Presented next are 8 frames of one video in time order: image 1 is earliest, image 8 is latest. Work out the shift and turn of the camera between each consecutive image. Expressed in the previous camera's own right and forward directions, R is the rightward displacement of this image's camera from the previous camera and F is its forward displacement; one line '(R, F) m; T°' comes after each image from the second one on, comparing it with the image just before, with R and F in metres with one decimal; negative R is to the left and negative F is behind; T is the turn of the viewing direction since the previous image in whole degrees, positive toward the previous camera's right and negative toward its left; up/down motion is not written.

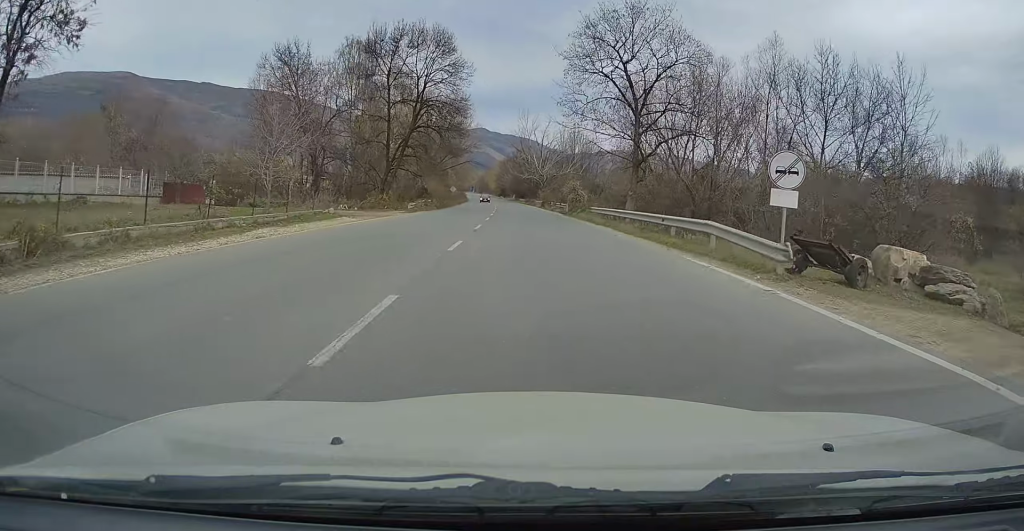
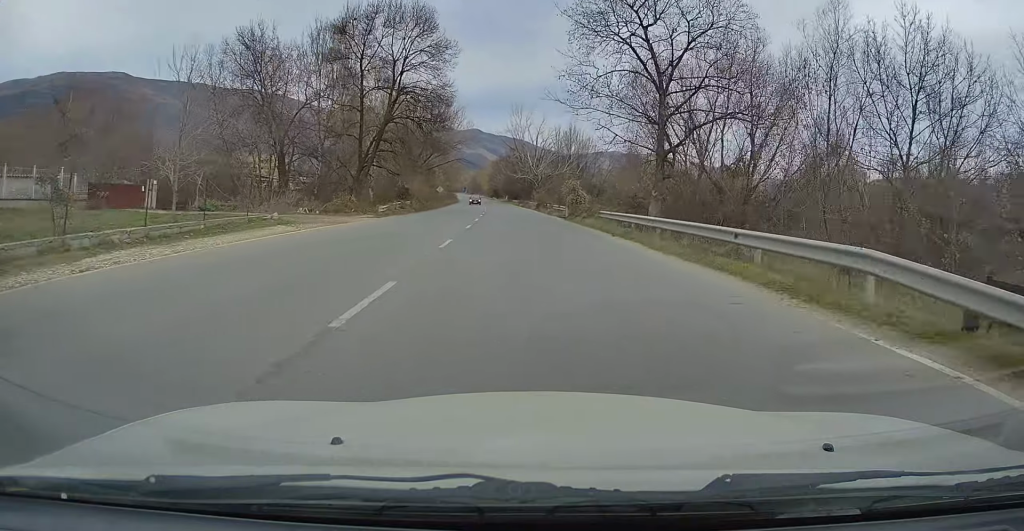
(0.0, +7.9) m; 0°
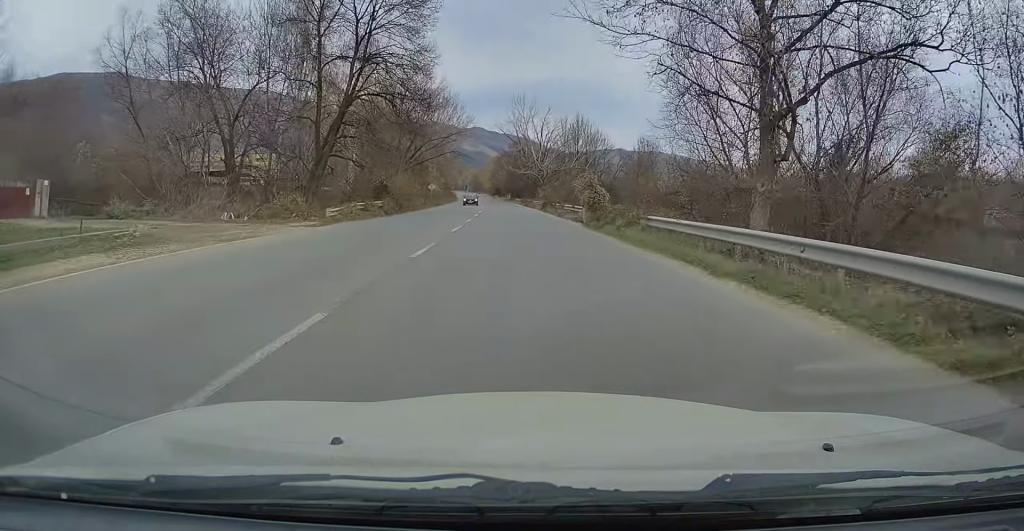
(0.0, +11.7) m; 0°
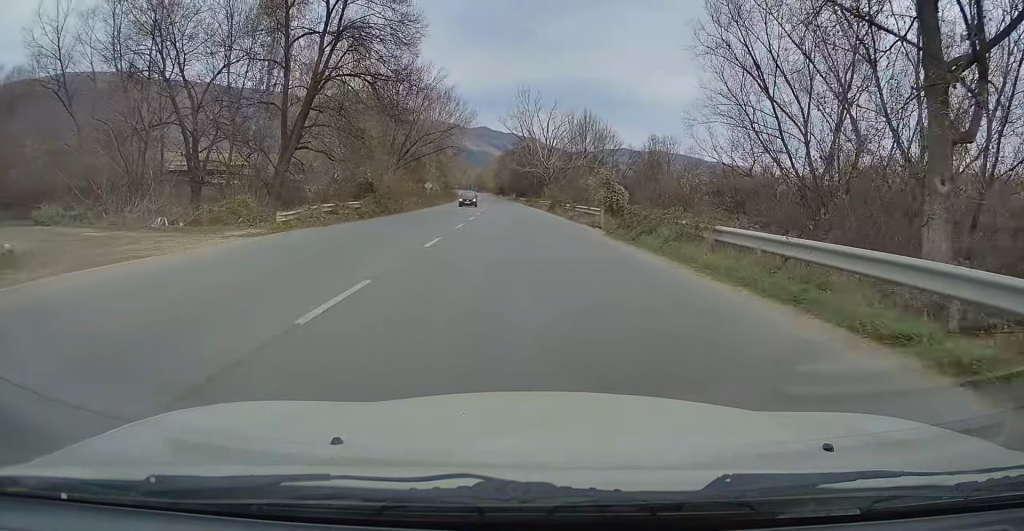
(0.0, +6.6) m; 0°
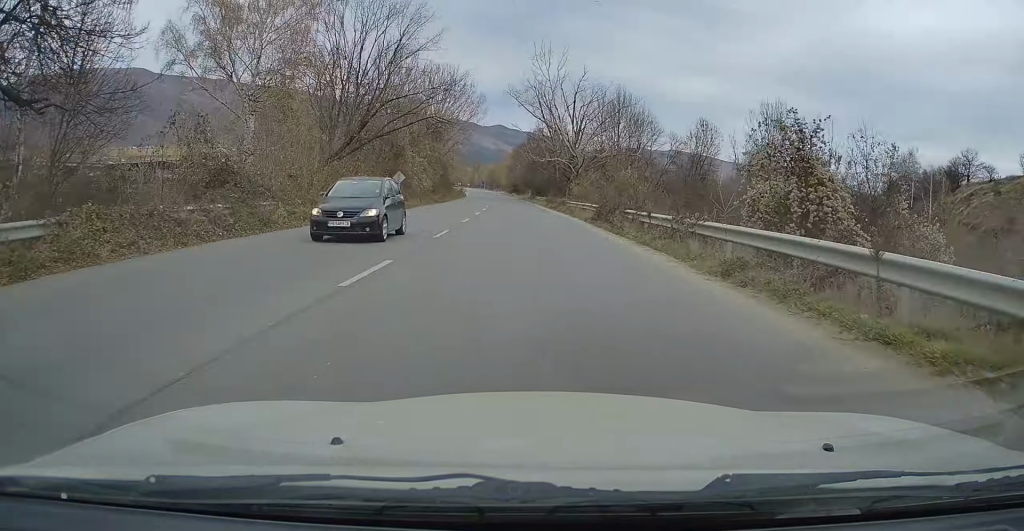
(-0.3, +25.3) m; -2°
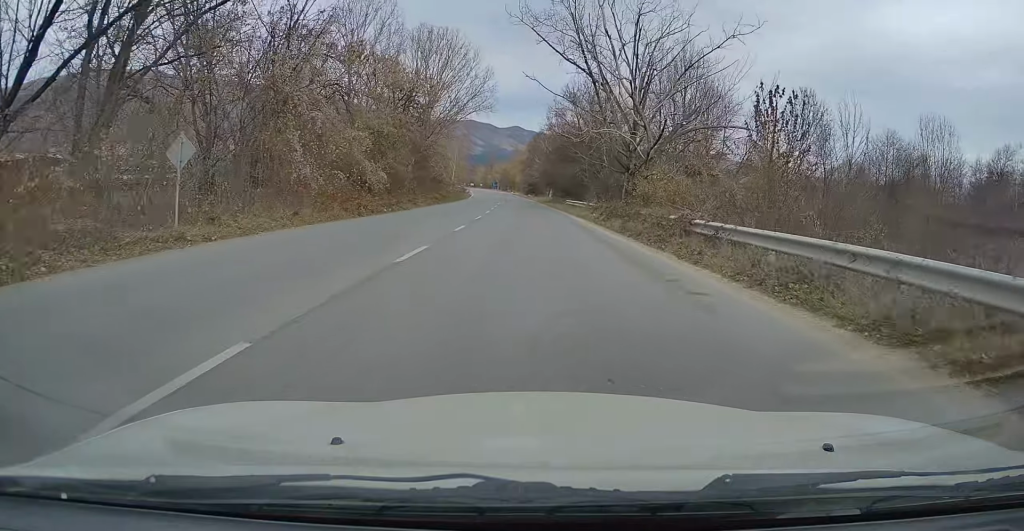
(-0.4, +33.6) m; 0°
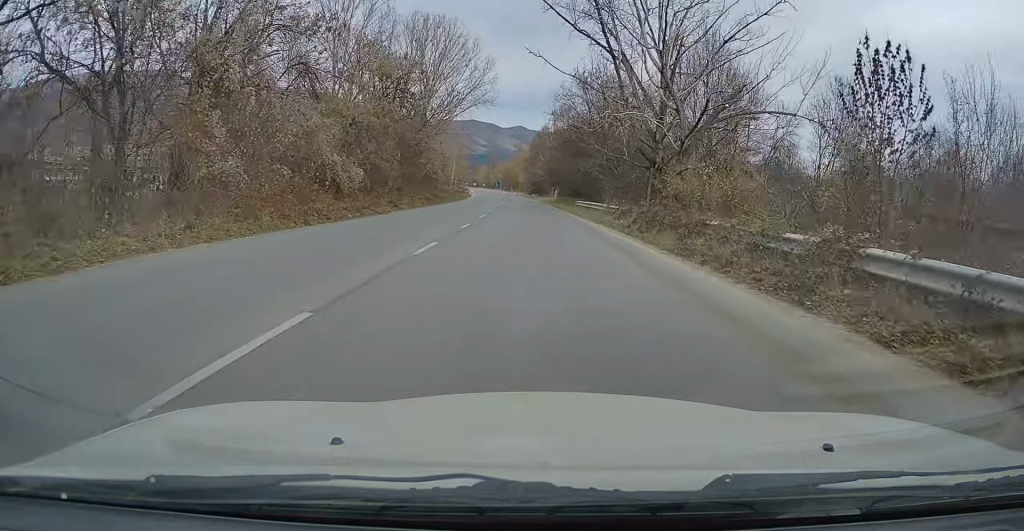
(0.0, +7.8) m; 0°
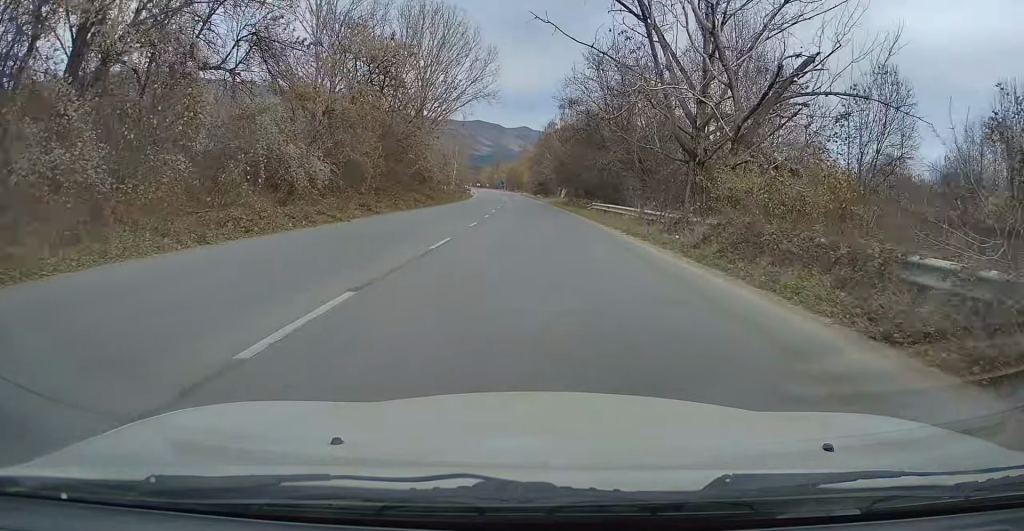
(+0.1, +7.8) m; -1°
